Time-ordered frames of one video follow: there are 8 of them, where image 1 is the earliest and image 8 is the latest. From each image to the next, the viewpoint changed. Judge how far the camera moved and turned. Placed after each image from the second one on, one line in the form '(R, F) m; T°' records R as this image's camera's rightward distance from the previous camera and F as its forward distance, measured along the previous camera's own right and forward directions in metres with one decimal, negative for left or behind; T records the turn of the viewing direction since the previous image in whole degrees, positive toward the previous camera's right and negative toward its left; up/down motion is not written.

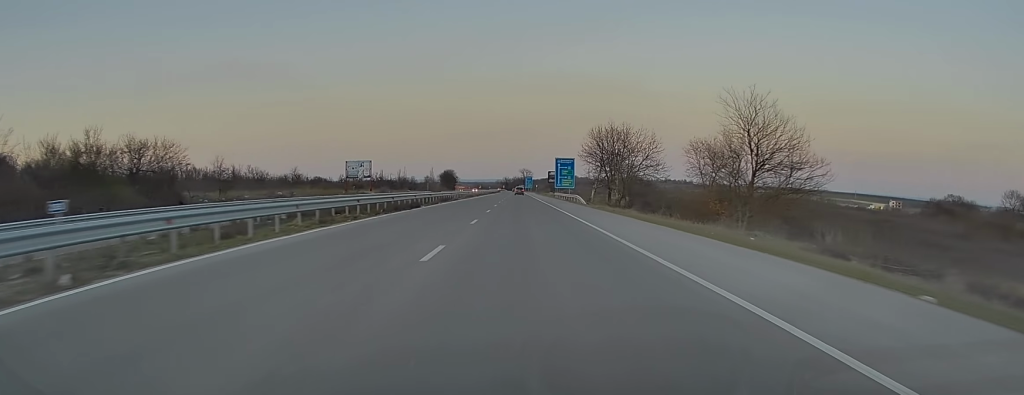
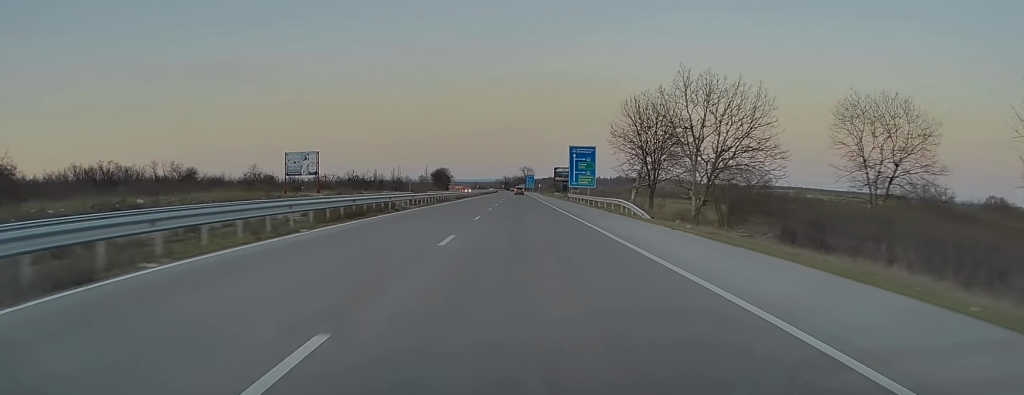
(+0.1, +32.5) m; 0°
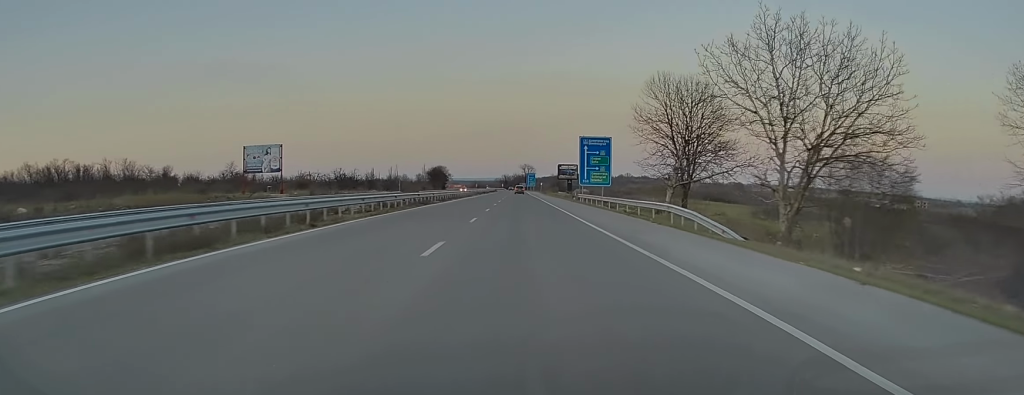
(-0.1, +14.3) m; 0°
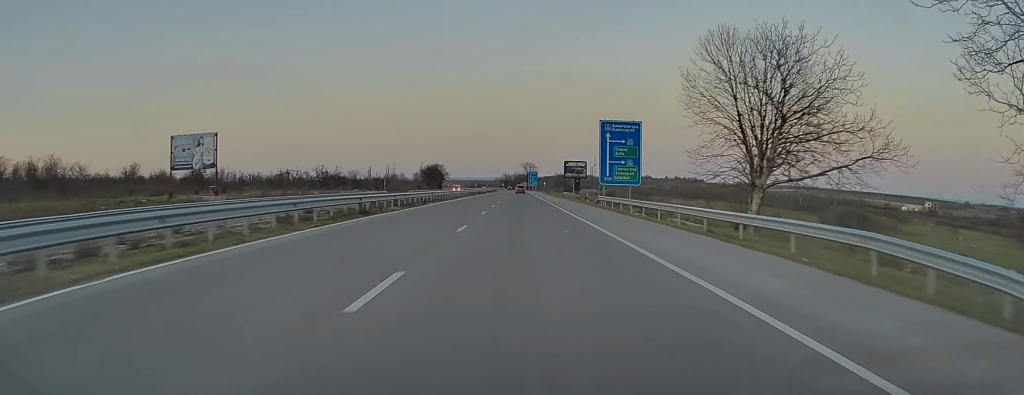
(-0.1, +17.3) m; 0°
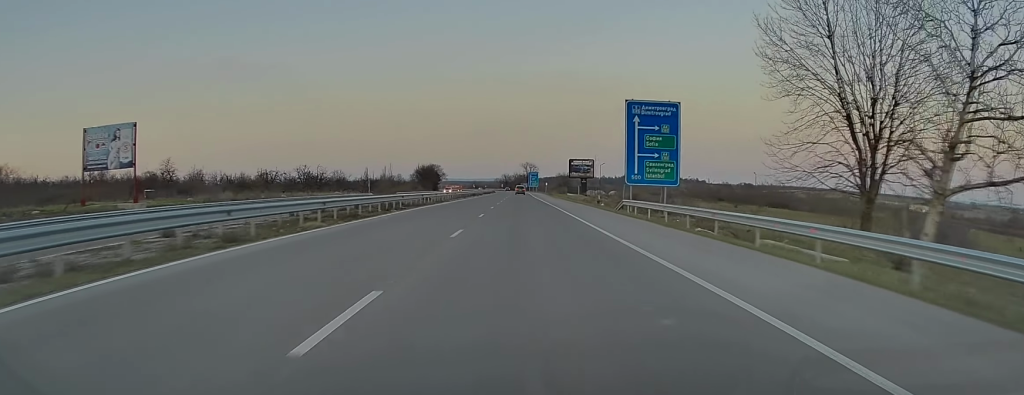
(-0.1, +13.5) m; 0°
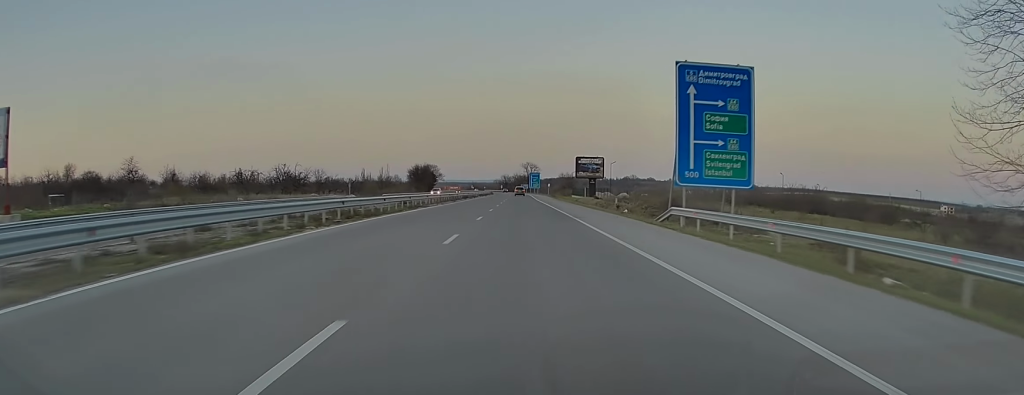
(+0.1, +13.5) m; 0°
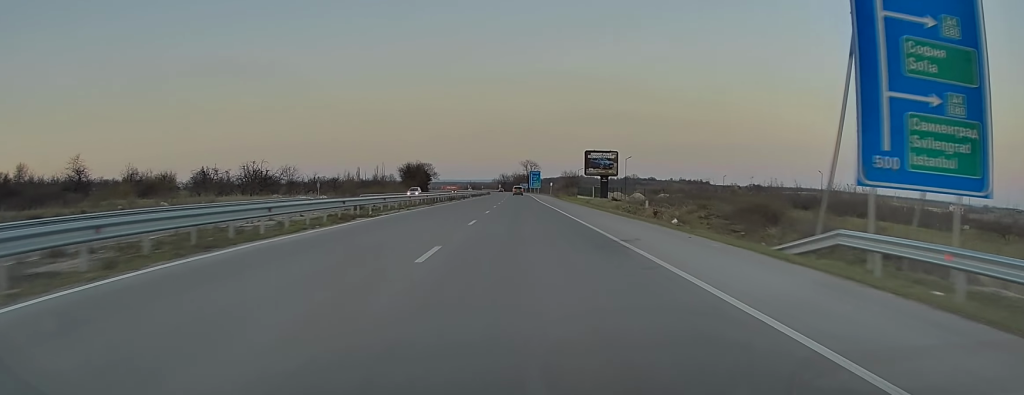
(+0.1, +15.8) m; 0°
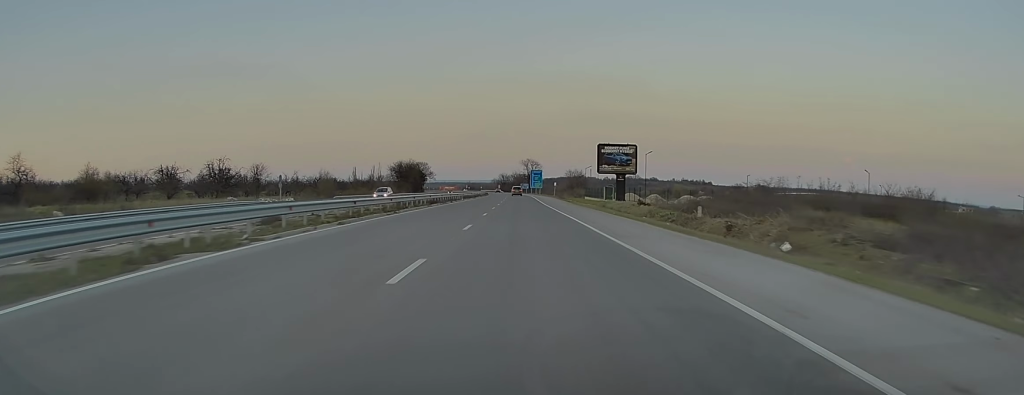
(+0.1, +14.3) m; 0°
